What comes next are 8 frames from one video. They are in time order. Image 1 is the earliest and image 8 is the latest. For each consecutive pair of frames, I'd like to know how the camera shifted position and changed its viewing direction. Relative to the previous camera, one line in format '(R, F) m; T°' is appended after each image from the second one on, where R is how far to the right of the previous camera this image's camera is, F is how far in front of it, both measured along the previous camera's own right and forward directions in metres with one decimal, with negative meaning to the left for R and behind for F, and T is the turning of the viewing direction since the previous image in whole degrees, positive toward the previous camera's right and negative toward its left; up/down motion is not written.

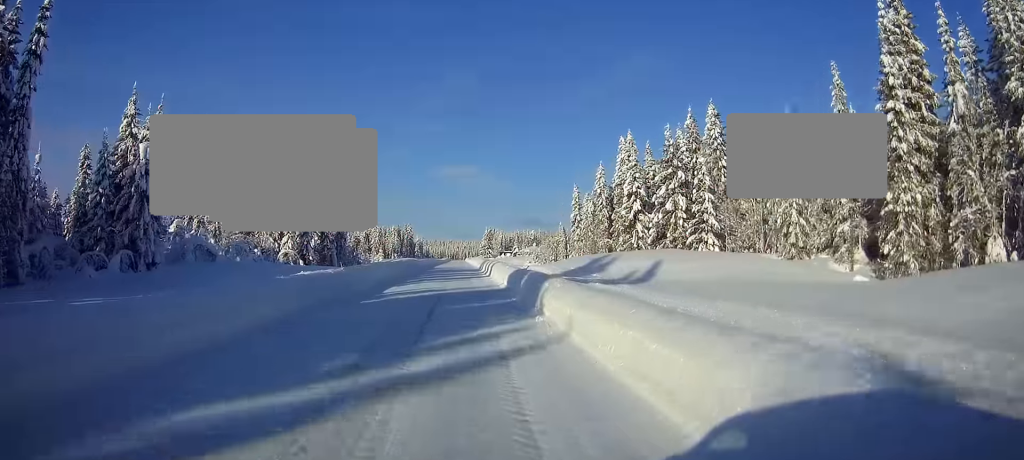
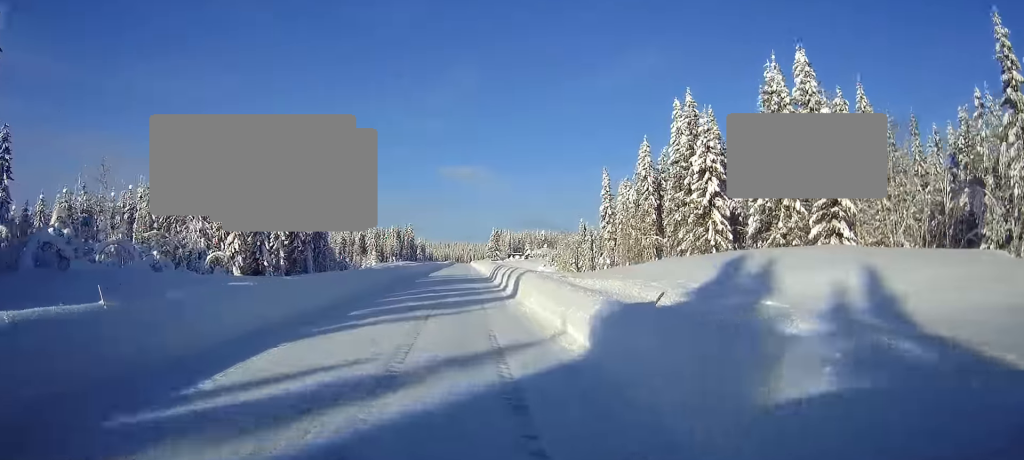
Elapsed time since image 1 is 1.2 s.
(-0.1, +22.3) m; 0°
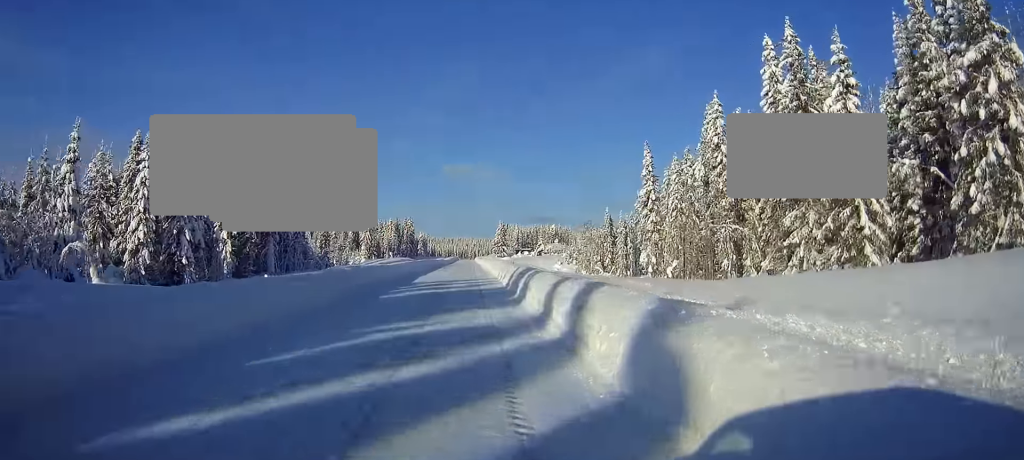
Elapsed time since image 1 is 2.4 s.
(0.0, +21.5) m; -1°
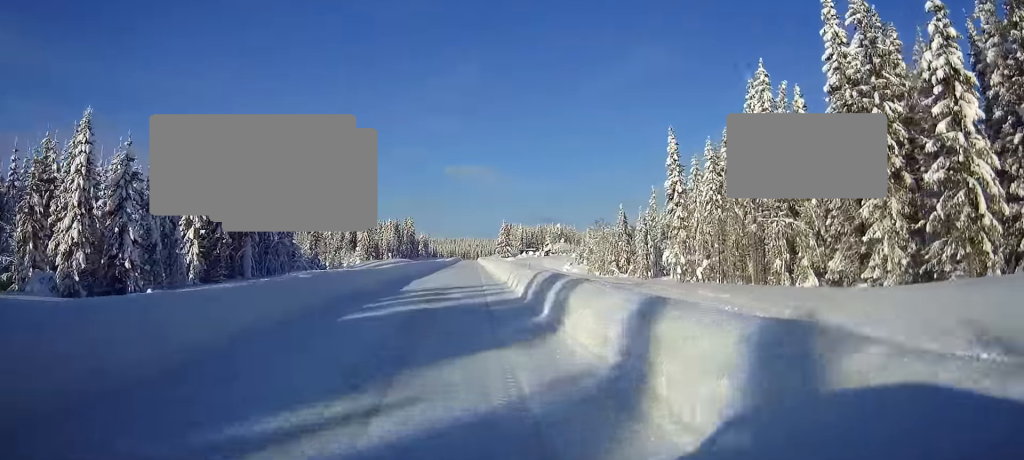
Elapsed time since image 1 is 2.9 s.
(0.0, +9.2) m; 0°
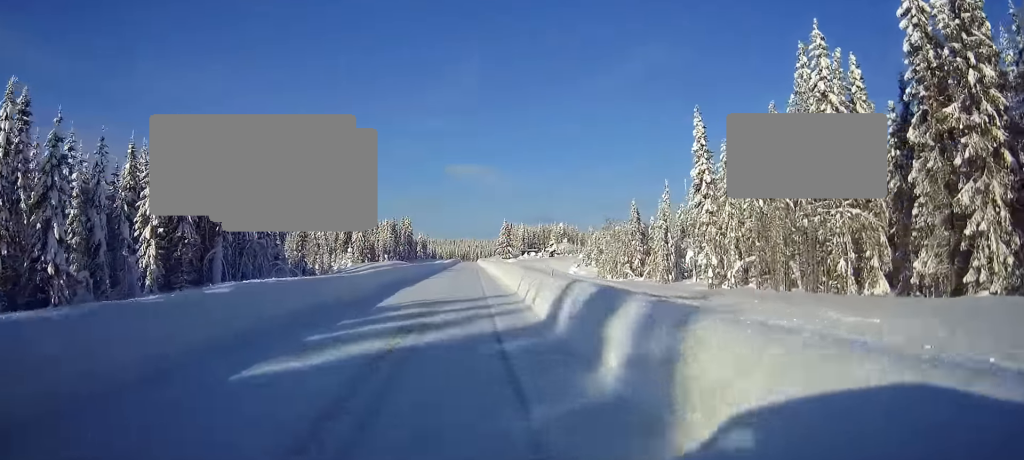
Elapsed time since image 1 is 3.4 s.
(0.0, +8.5) m; 0°
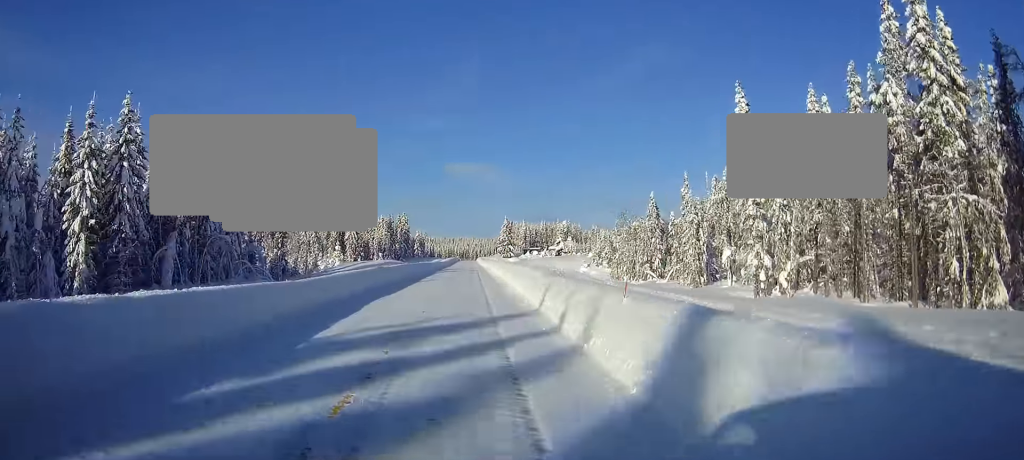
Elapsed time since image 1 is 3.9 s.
(0.0, +10.2) m; 0°
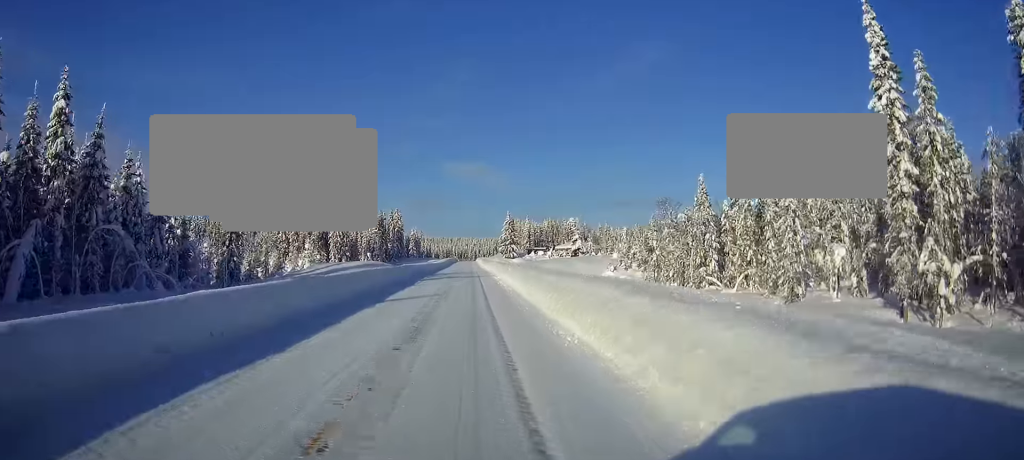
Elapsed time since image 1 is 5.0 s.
(+0.1, +19.3) m; +1°
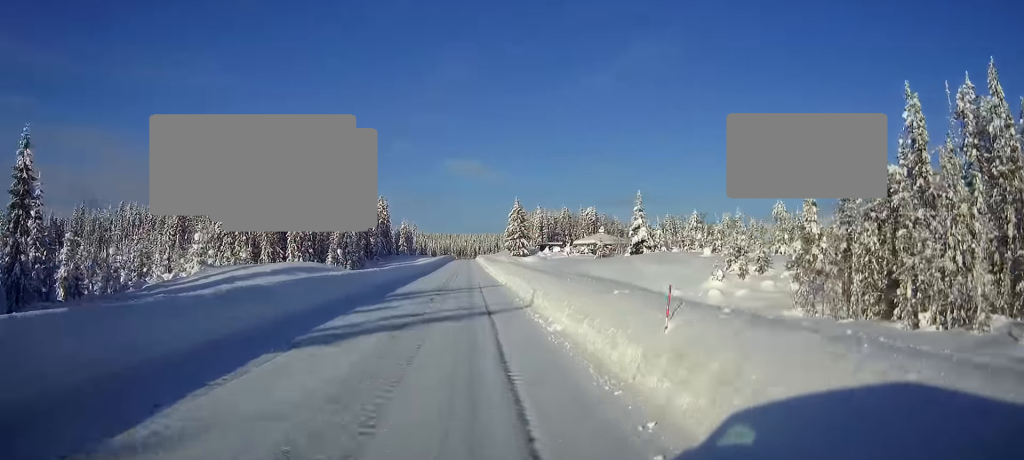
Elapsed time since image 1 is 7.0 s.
(+0.2, +37.0) m; 0°
